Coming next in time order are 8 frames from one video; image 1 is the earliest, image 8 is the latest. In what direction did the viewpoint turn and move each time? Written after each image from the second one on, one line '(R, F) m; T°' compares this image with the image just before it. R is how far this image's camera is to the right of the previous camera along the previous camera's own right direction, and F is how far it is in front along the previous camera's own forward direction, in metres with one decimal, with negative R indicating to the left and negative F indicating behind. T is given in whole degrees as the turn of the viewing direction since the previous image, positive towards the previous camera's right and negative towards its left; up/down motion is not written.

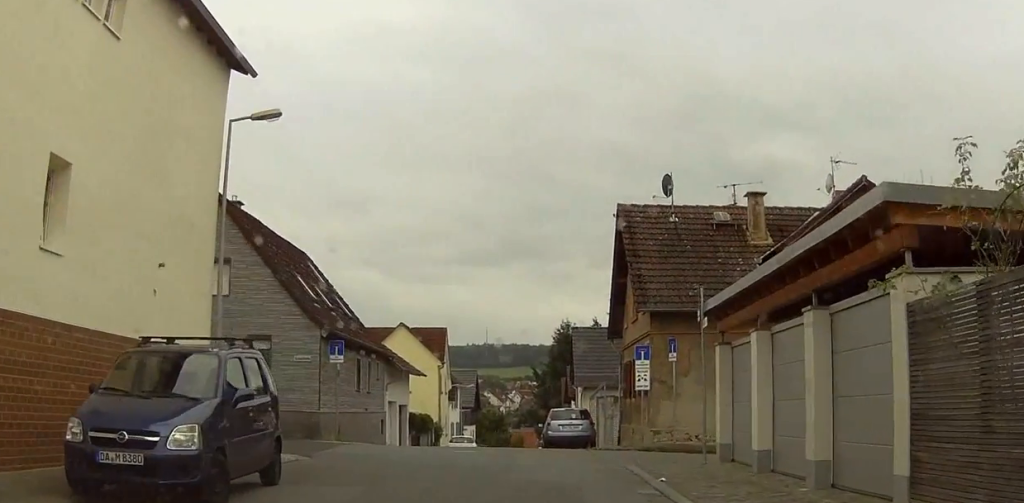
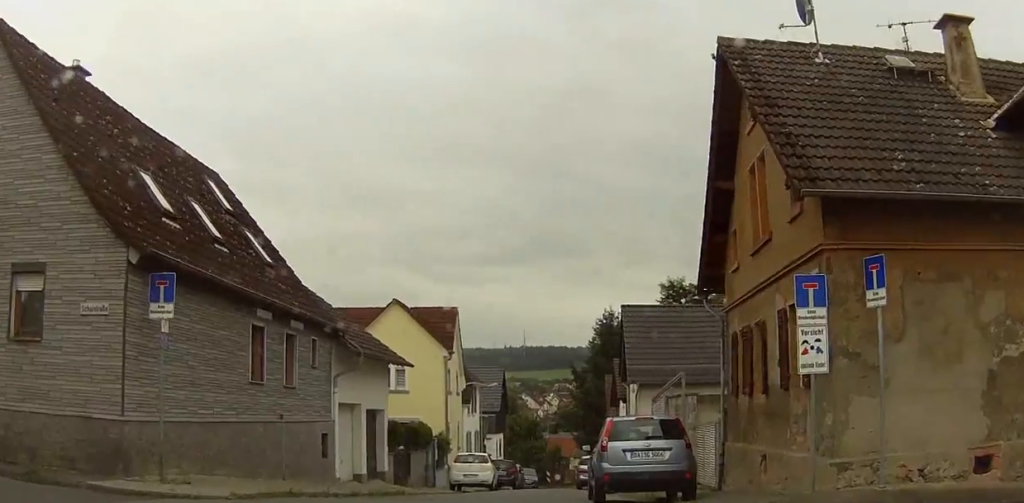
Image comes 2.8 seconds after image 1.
(+1.7, +13.5) m; -5°
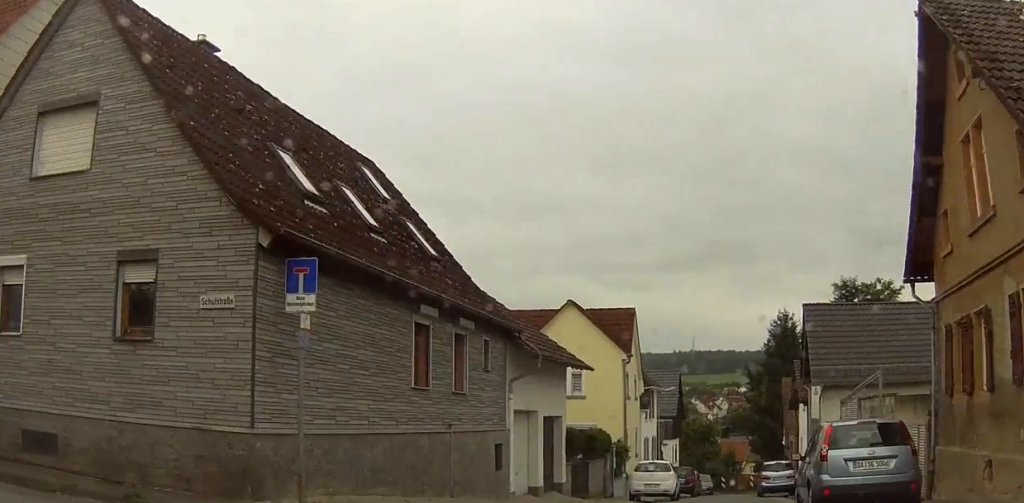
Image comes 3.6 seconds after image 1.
(-0.3, +2.7) m; -18°
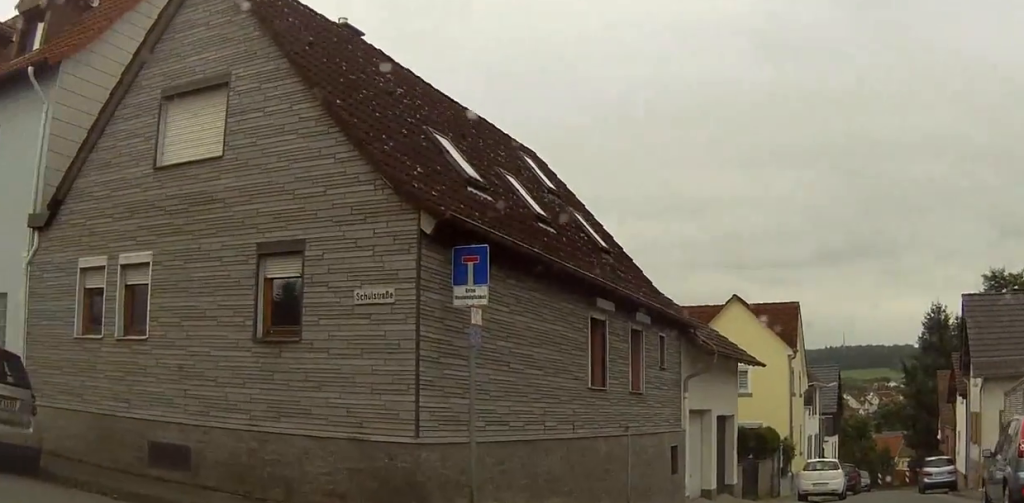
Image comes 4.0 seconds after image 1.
(-0.2, +1.4) m; -10°
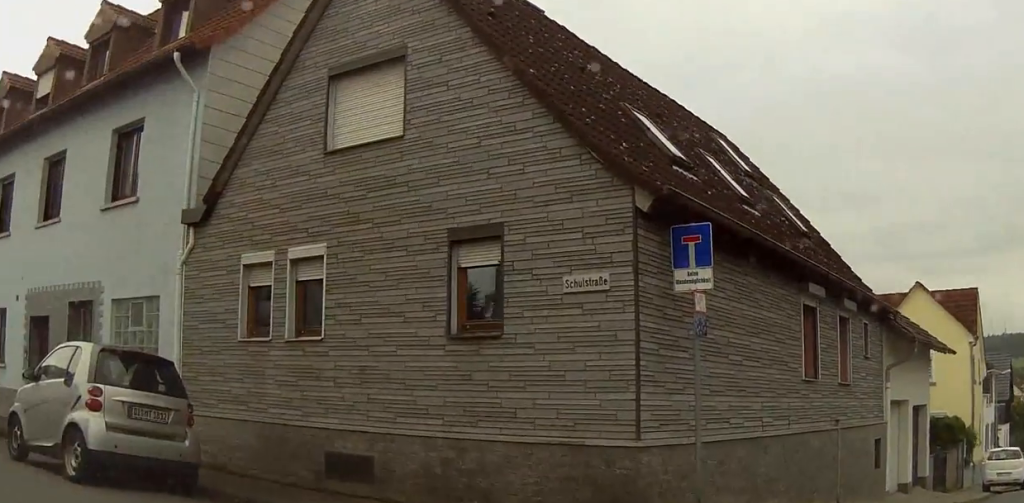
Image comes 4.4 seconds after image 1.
(-0.2, +1.3) m; -10°
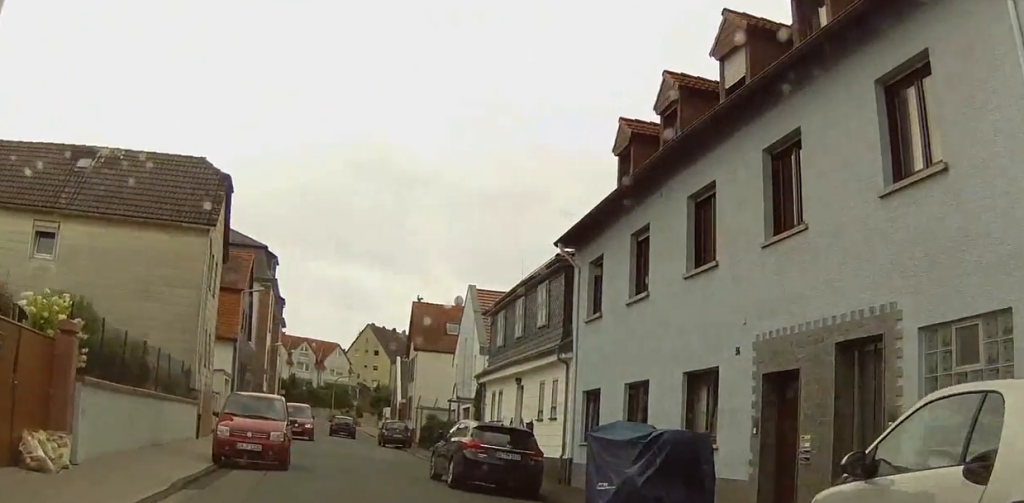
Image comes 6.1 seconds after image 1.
(-2.0, +5.2) m; -40°
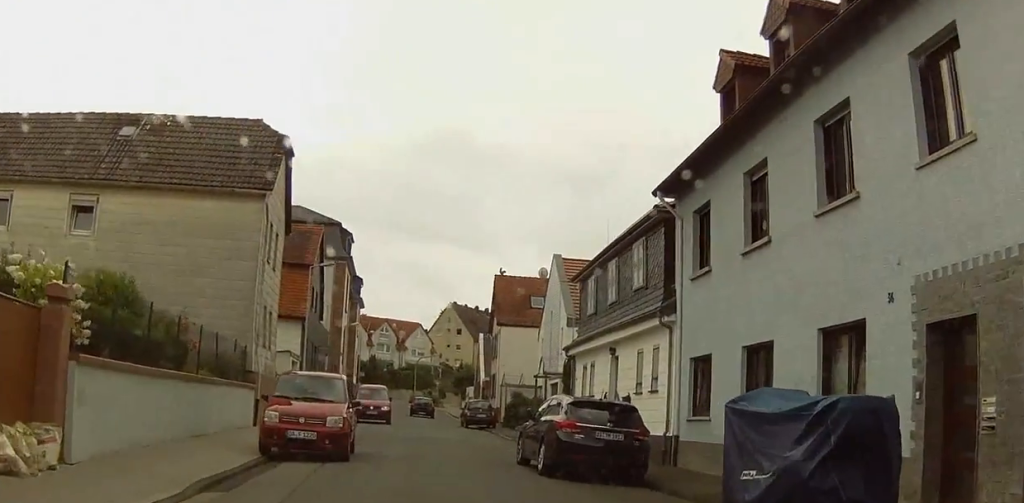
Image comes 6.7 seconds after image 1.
(-0.3, +2.3) m; -10°
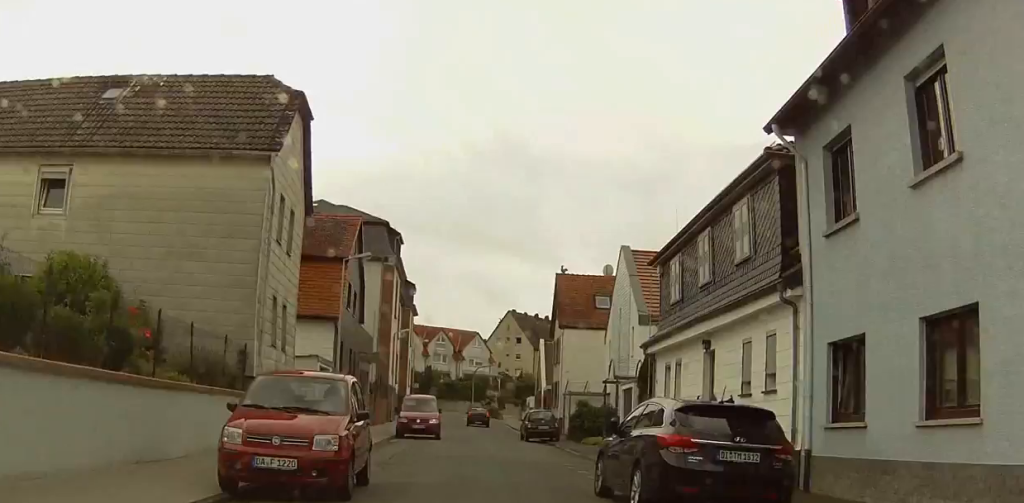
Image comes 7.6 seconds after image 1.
(-0.2, +4.9) m; 0°
